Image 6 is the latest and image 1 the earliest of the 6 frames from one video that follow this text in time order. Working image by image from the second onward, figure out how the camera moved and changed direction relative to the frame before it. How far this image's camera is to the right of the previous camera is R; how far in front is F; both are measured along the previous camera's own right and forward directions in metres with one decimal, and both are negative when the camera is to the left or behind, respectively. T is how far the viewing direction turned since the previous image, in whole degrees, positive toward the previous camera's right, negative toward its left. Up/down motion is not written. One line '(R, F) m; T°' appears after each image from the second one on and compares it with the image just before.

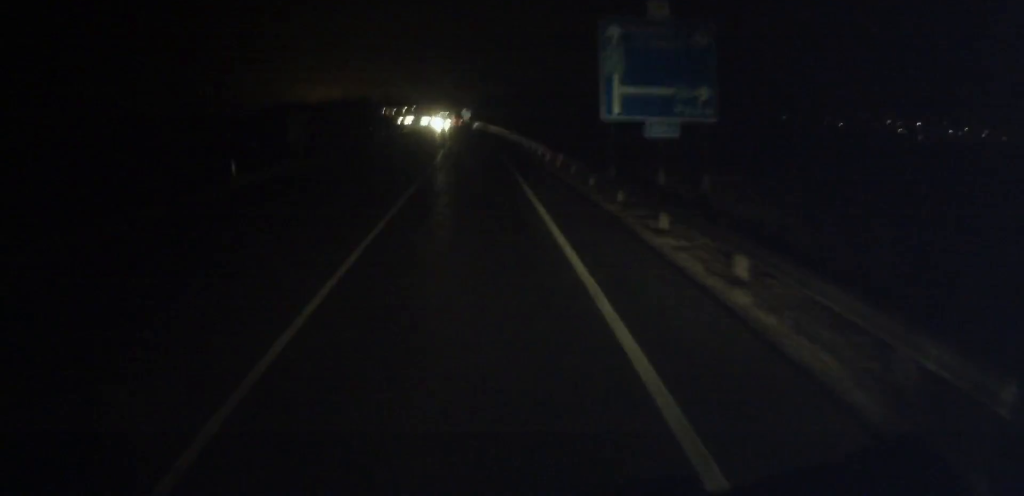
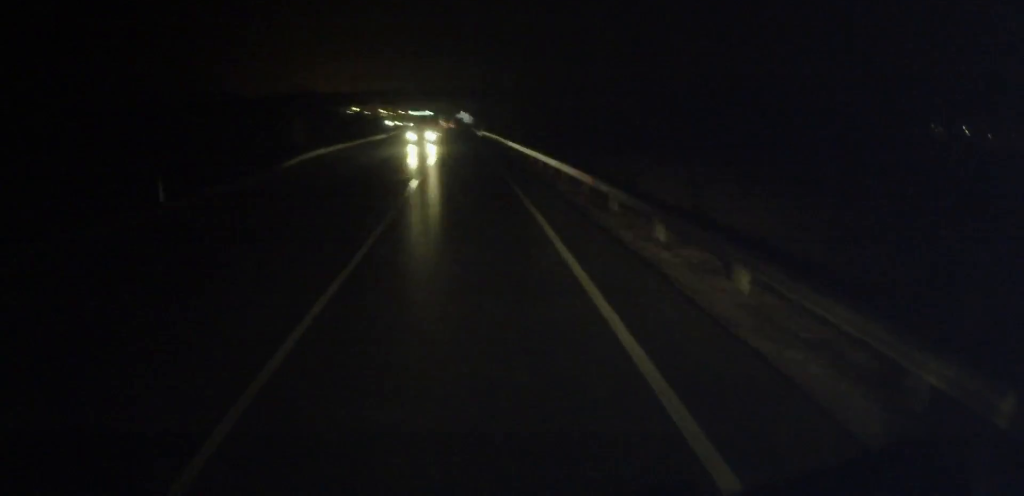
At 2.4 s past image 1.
(-0.4, +54.0) m; -1°
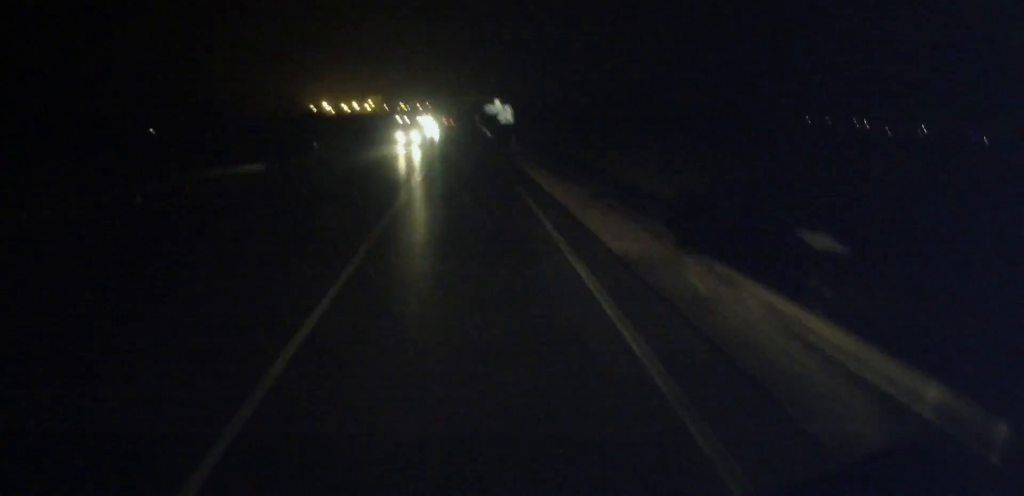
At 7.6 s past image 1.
(-1.9, +114.0) m; -2°
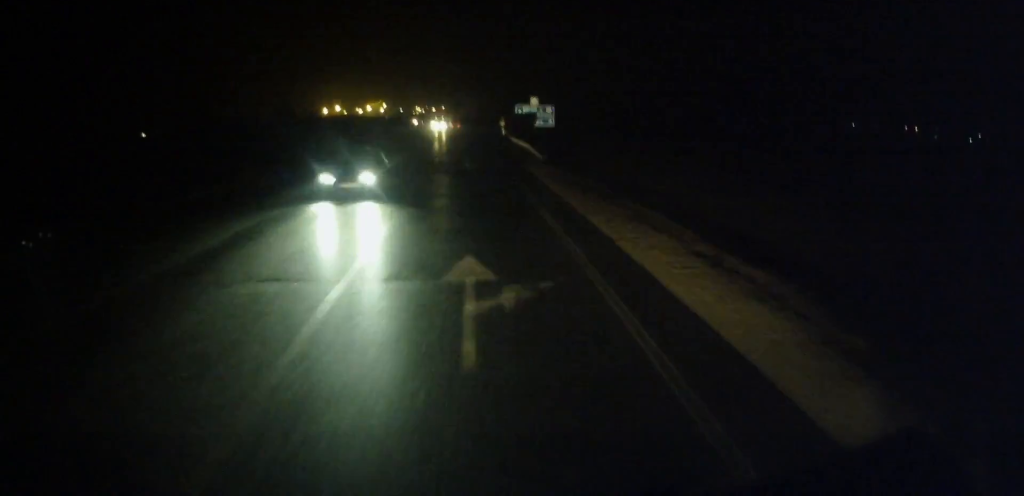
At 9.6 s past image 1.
(-0.1, +43.6) m; -1°
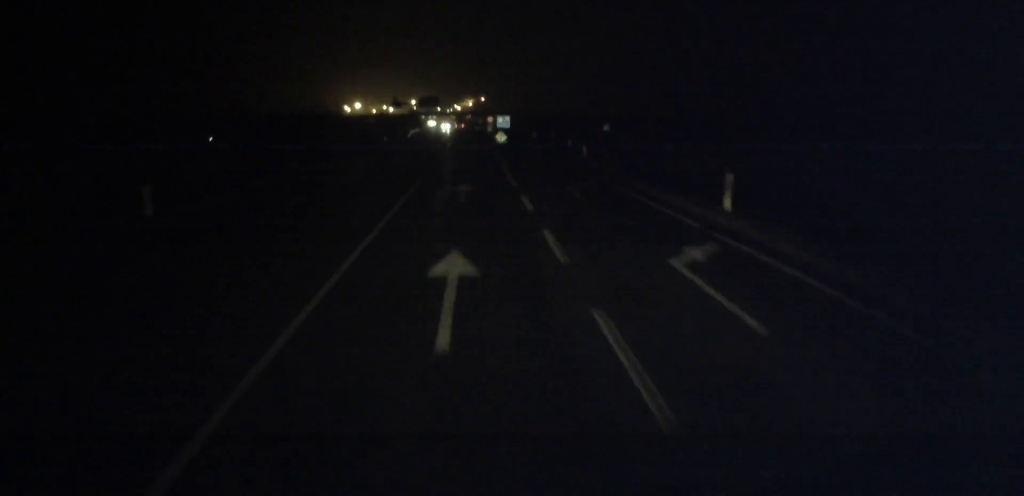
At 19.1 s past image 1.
(-8.6, +221.3) m; -4°
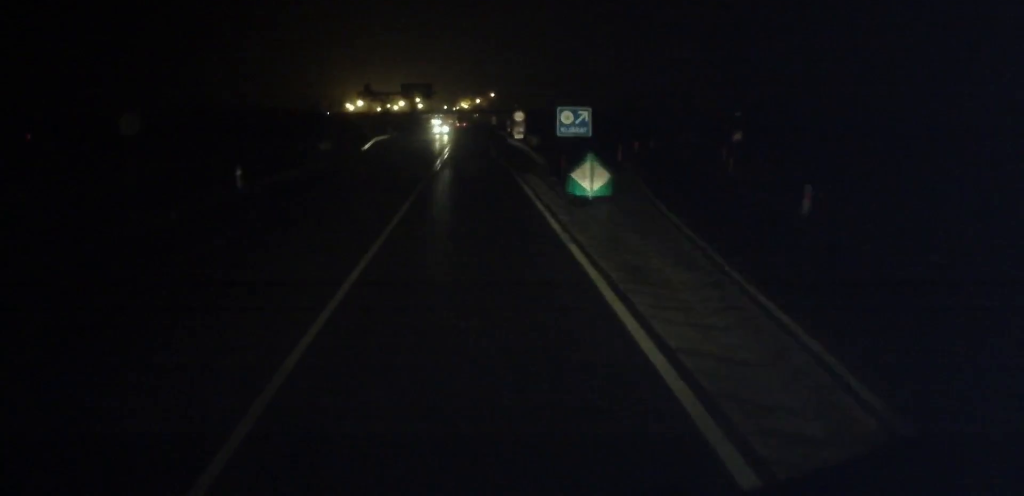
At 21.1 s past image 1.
(-0.5, +49.0) m; -1°
